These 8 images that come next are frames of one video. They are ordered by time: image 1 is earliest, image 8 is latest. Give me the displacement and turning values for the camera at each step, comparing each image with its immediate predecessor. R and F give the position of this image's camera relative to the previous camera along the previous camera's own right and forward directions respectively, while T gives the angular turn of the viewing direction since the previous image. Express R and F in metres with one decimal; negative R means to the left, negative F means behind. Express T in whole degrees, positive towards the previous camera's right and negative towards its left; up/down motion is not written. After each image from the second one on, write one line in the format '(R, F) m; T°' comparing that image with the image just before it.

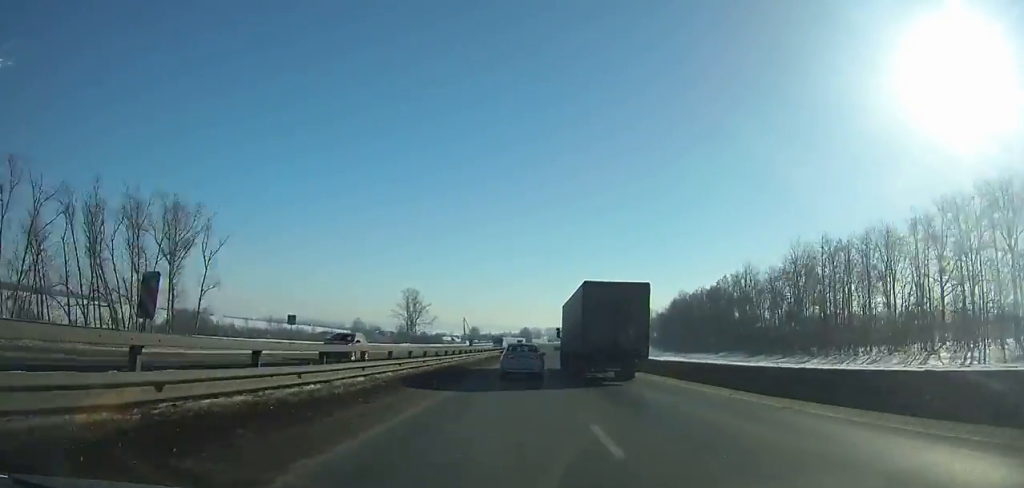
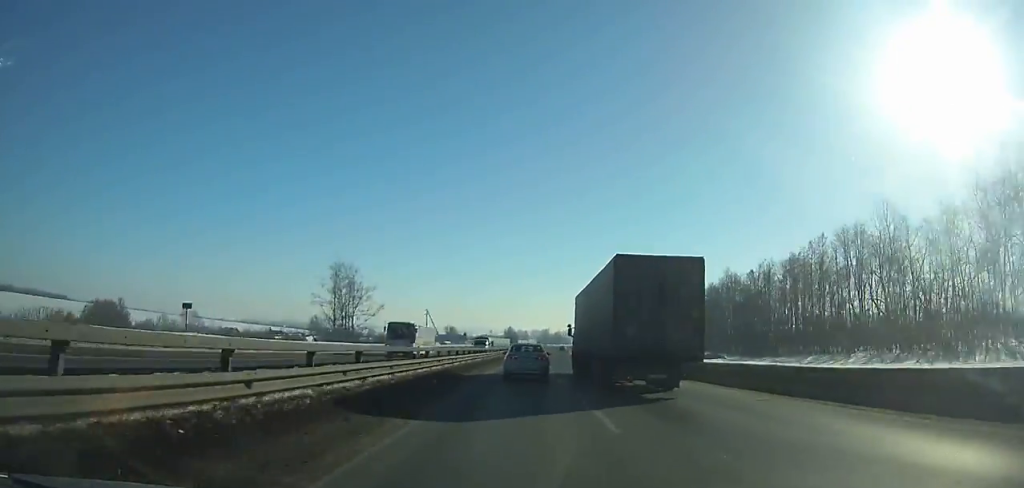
(+0.5, +59.0) m; +1°
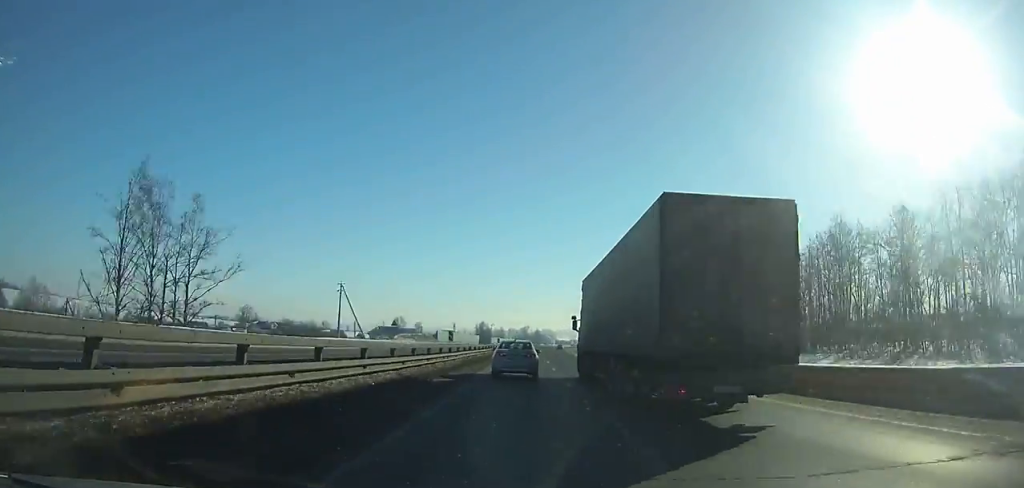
(+0.5, +62.0) m; +2°
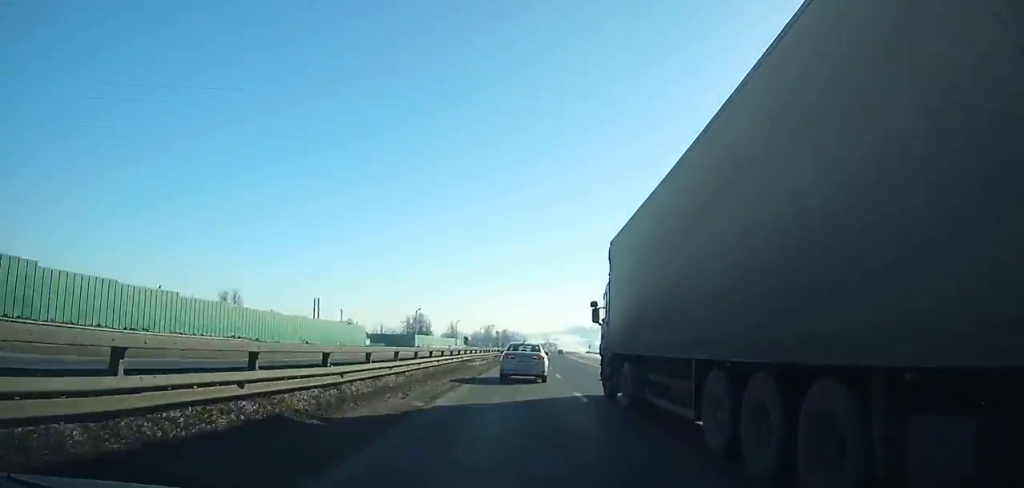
(+3.2, +100.2) m; +3°
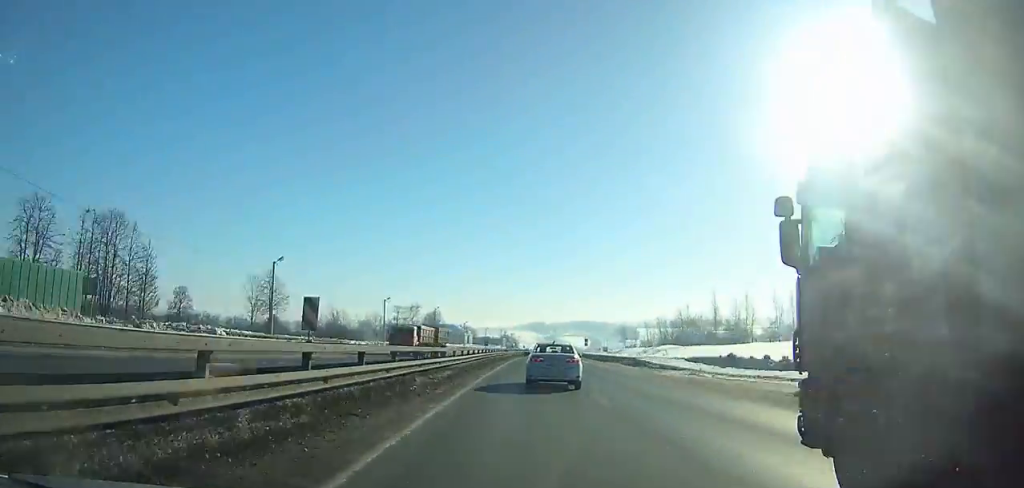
(+5.0, +133.0) m; +4°
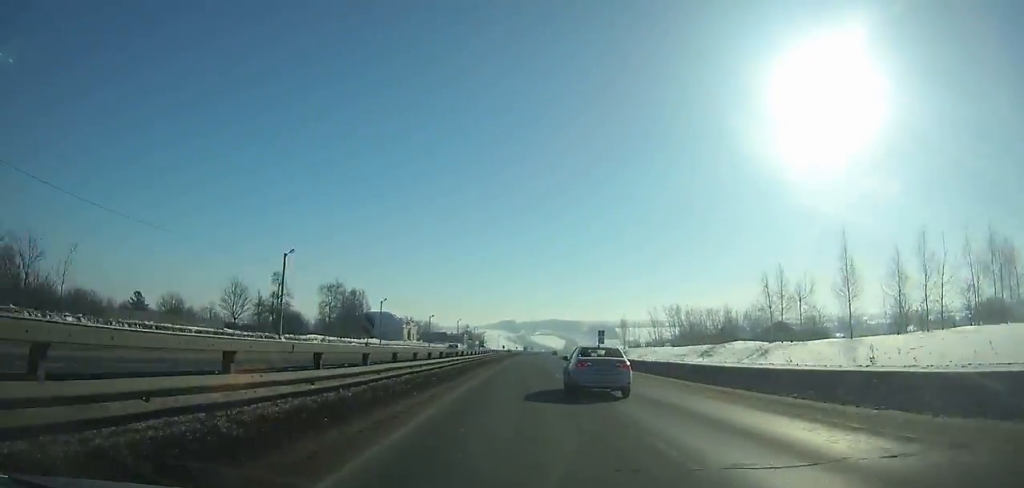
(+1.5, +67.9) m; +2°
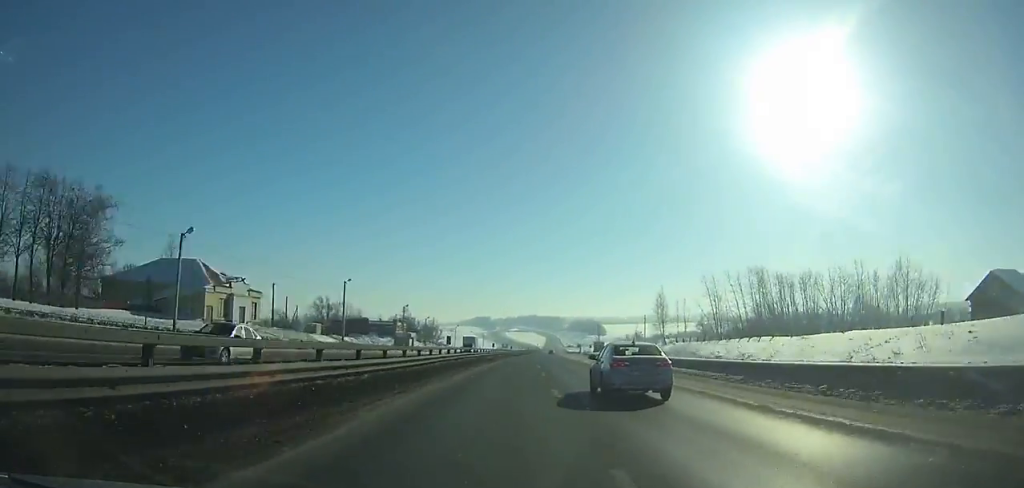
(+2.2, +85.4) m; +3°
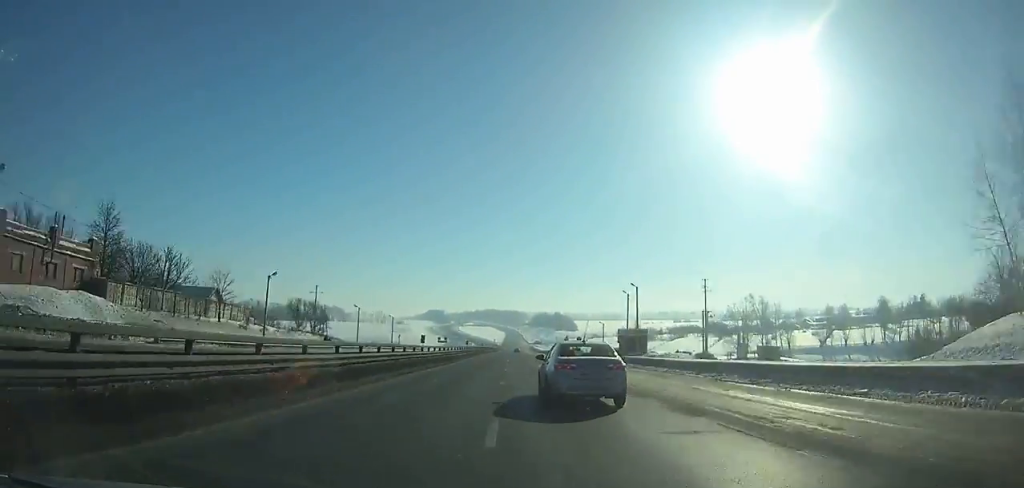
(+2.9, +101.9) m; +2°
